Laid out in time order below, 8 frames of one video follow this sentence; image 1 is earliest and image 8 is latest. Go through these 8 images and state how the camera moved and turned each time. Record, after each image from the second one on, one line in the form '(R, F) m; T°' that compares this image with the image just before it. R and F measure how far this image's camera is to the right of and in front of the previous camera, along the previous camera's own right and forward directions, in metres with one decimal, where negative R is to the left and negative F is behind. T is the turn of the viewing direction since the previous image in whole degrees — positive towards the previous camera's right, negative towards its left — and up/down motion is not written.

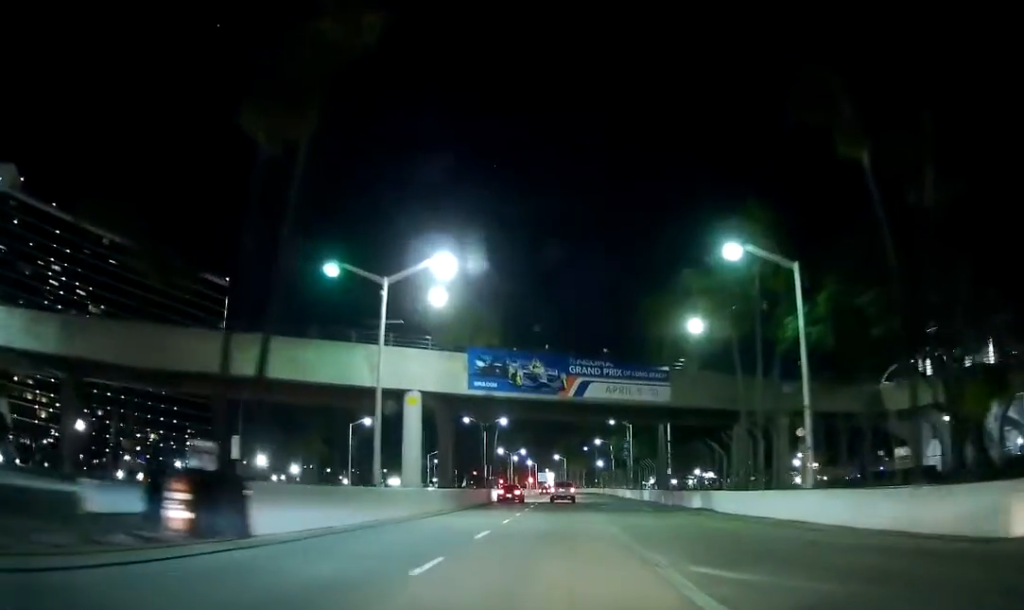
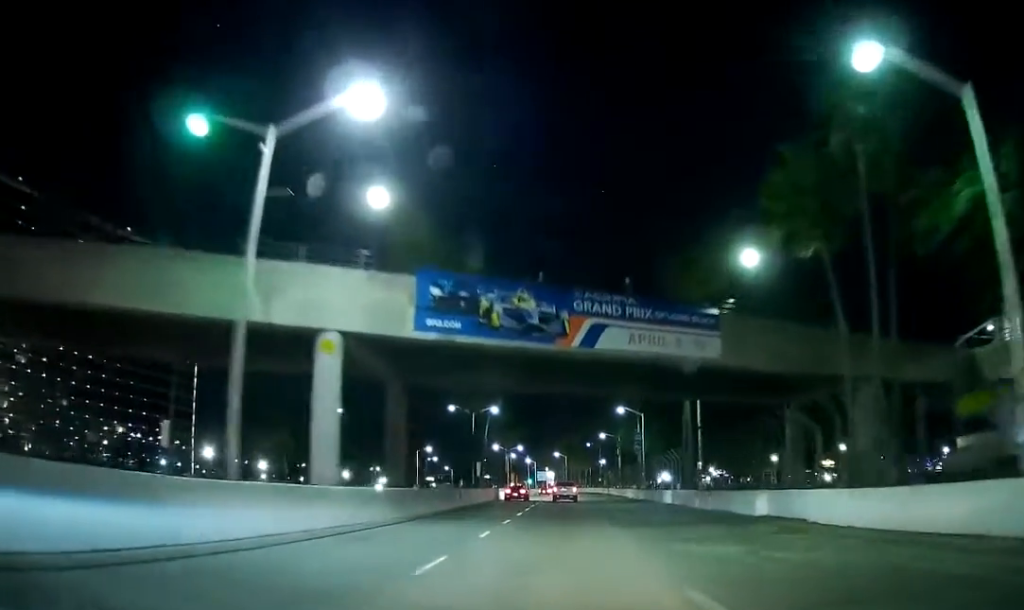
(0.0, +14.4) m; 0°
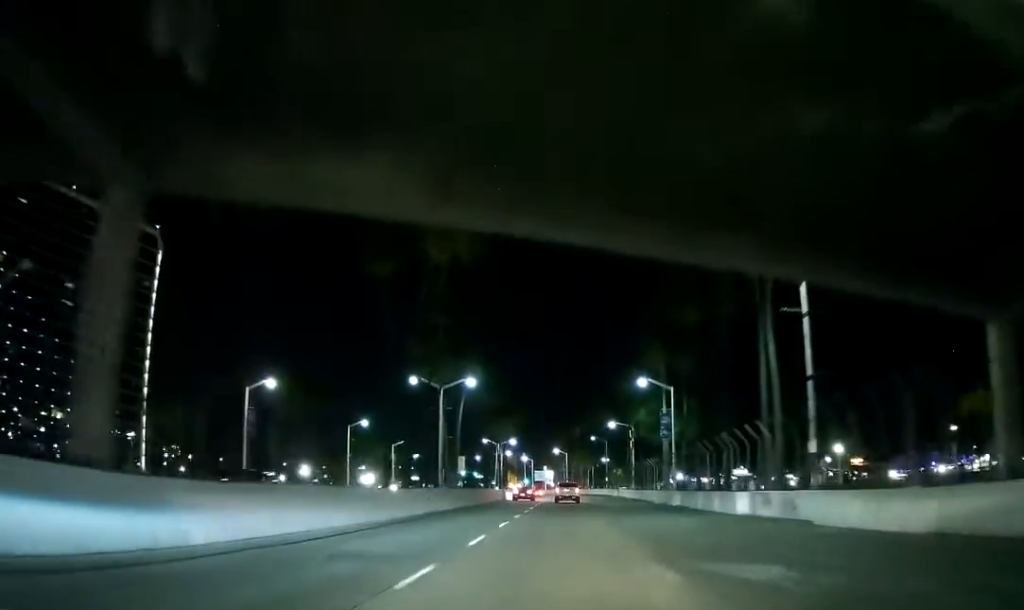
(-0.2, +22.9) m; -1°
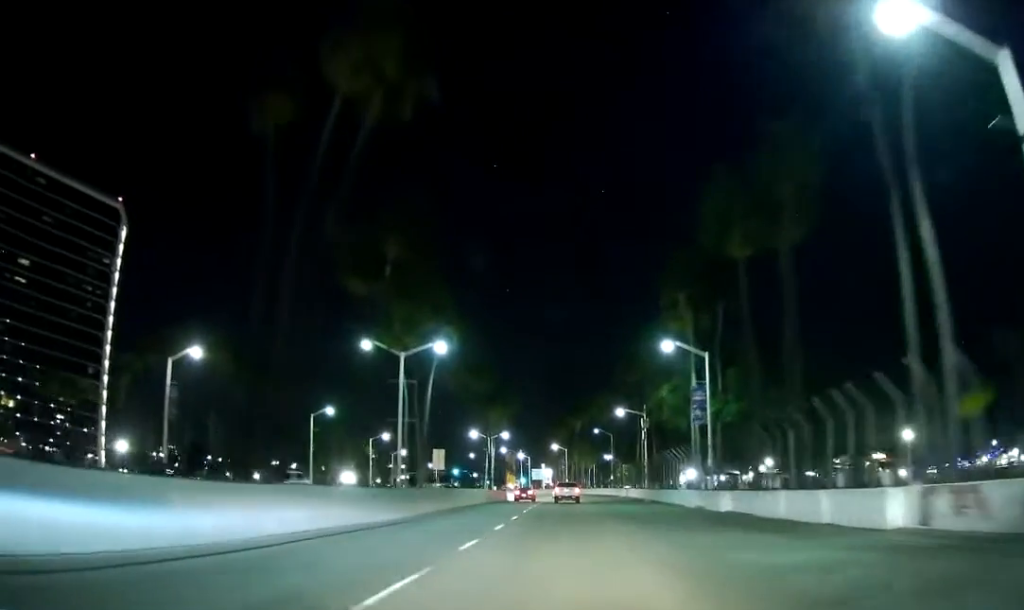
(+0.1, +15.8) m; +1°
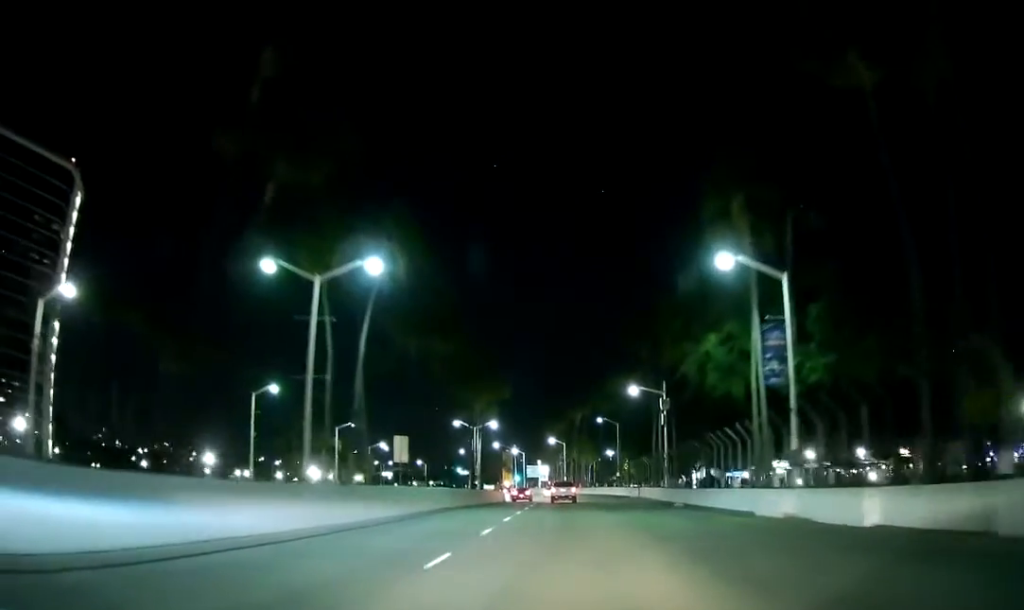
(+0.1, +18.0) m; +1°
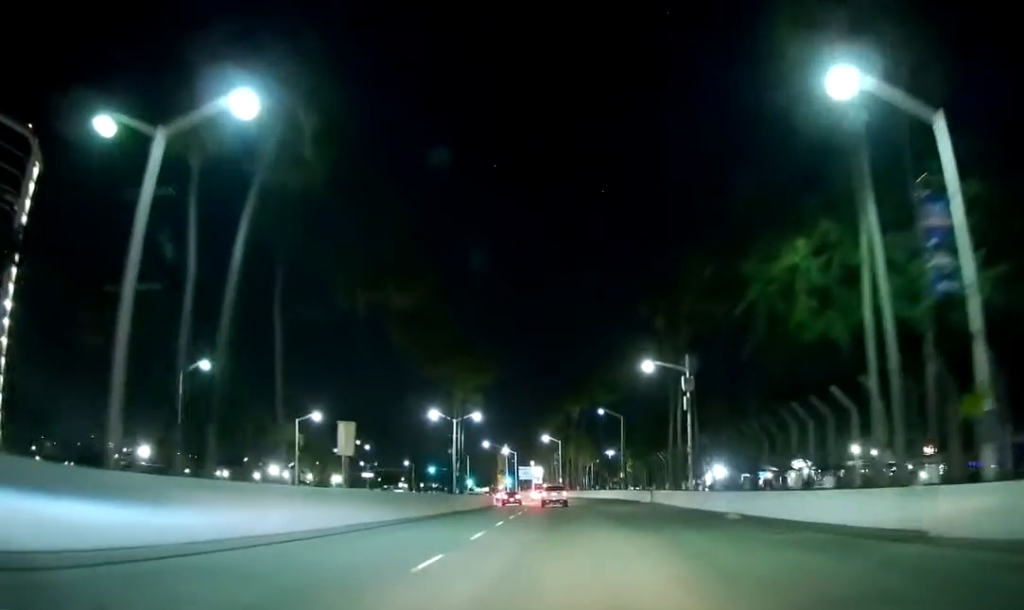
(+0.1, +14.9) m; 0°
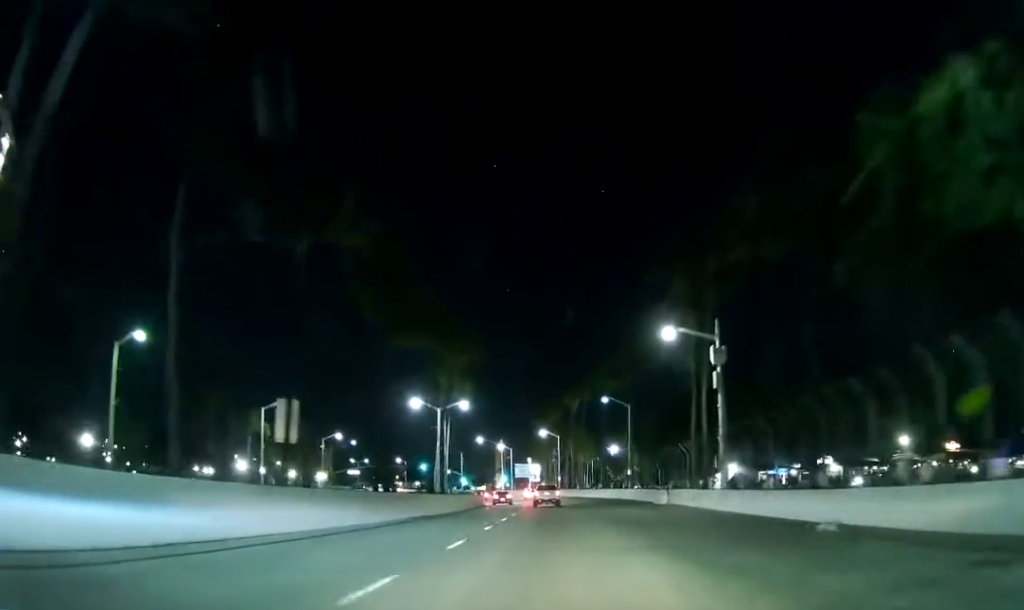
(0.0, +10.4) m; 0°
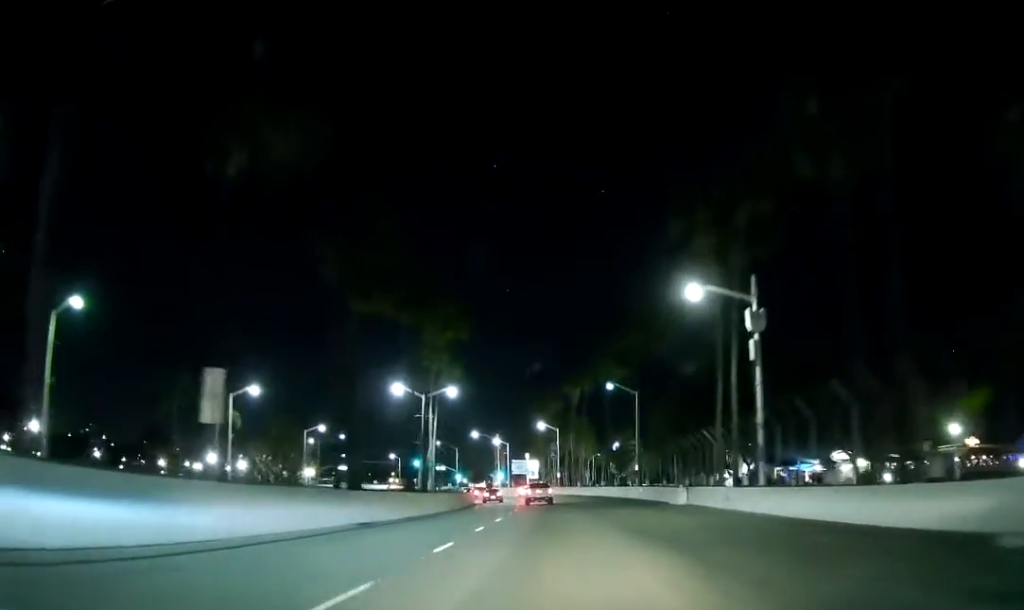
(-0.2, +8.7) m; 0°
